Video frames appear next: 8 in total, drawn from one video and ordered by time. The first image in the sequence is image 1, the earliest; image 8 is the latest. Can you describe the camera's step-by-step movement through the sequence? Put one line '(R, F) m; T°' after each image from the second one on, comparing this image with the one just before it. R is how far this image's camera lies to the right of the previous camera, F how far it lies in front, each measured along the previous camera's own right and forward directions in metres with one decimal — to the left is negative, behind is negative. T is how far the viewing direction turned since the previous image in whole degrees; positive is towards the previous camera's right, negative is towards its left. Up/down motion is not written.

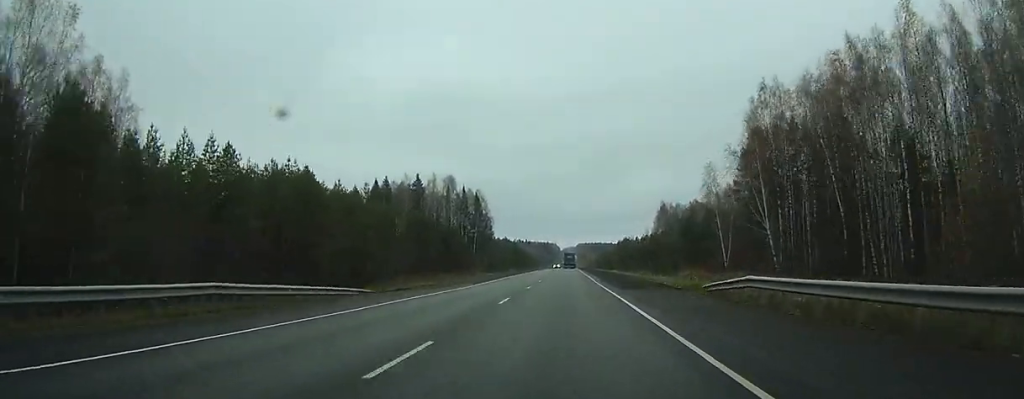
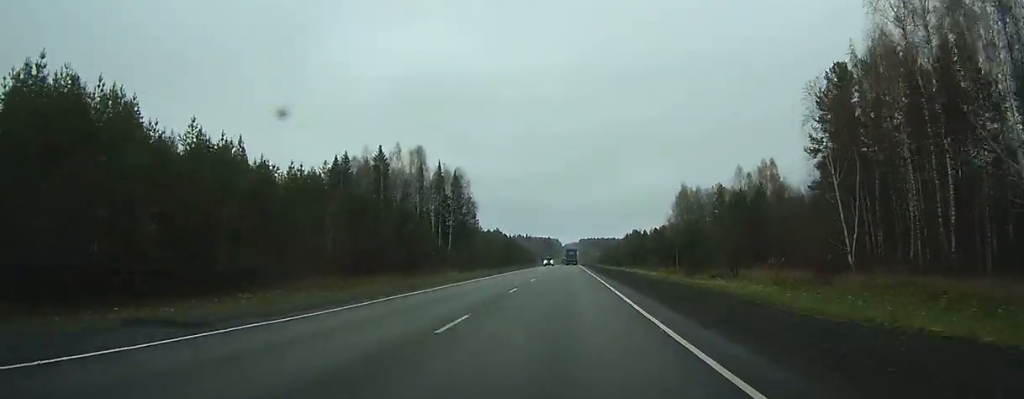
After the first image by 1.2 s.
(-0.1, +32.2) m; 0°
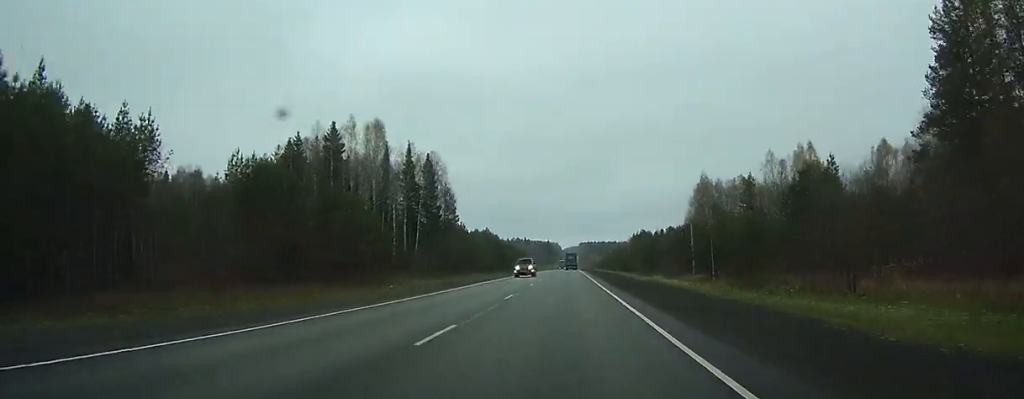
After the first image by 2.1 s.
(-0.1, +25.0) m; 0°
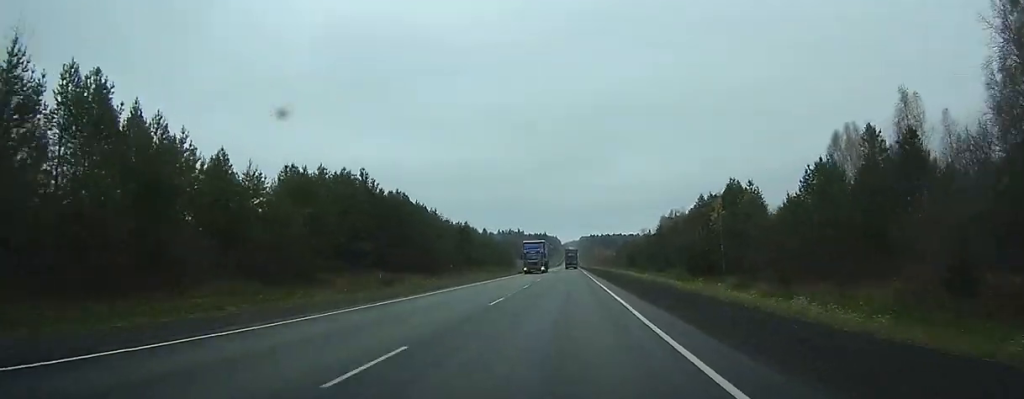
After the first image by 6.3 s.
(-0.4, +111.4) m; 0°
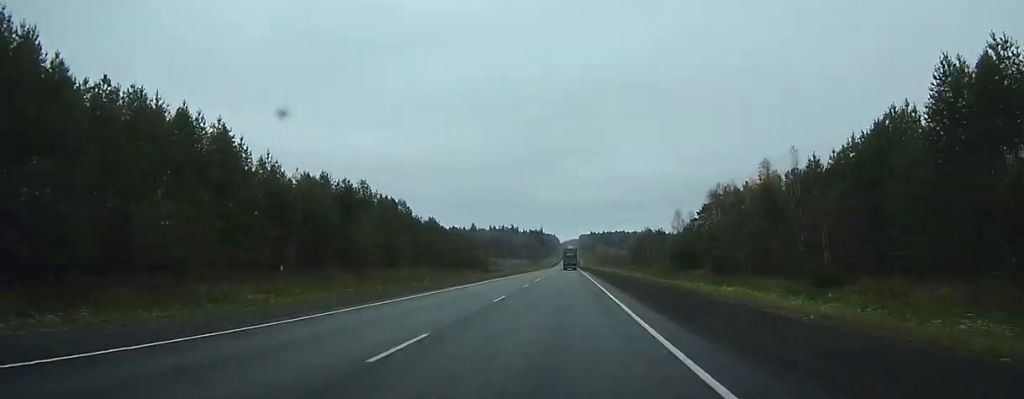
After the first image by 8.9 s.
(+0.3, +70.2) m; 0°
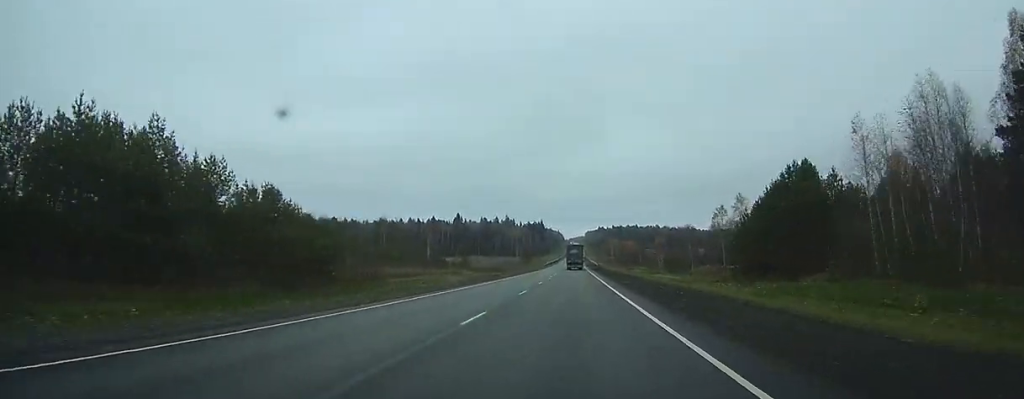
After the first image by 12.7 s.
(-0.2, +101.2) m; 0°
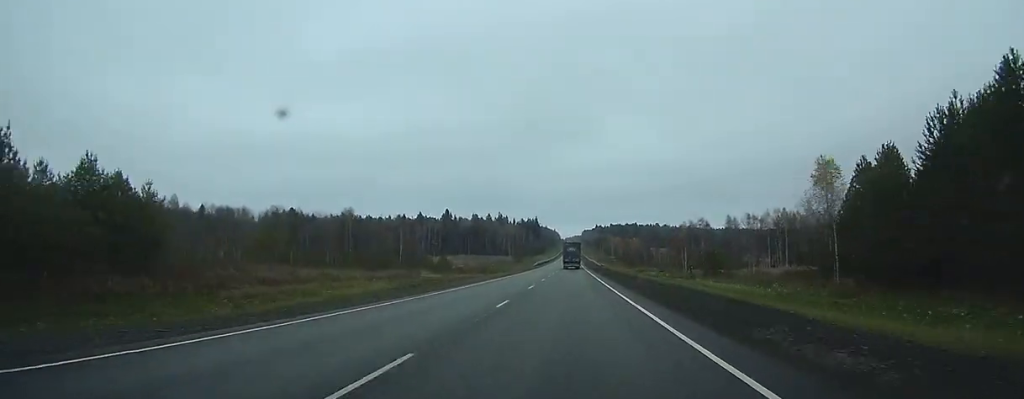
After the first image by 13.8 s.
(0.0, +29.5) m; 0°
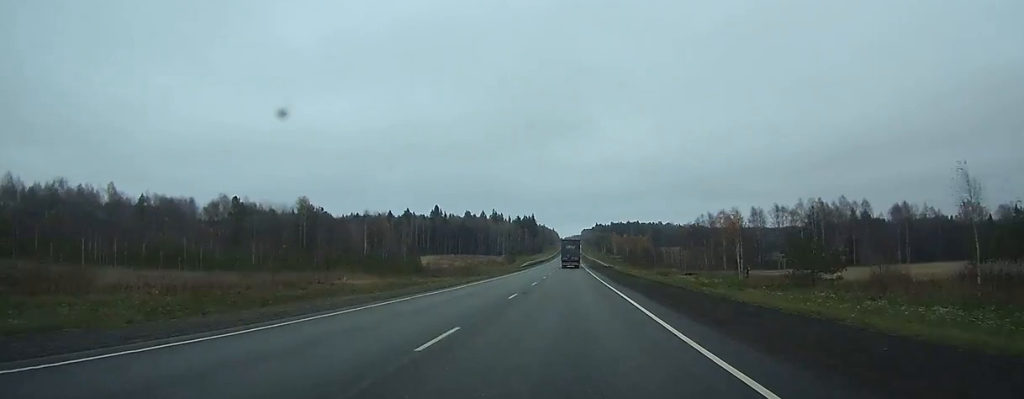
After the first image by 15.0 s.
(0.0, +30.6) m; 0°
